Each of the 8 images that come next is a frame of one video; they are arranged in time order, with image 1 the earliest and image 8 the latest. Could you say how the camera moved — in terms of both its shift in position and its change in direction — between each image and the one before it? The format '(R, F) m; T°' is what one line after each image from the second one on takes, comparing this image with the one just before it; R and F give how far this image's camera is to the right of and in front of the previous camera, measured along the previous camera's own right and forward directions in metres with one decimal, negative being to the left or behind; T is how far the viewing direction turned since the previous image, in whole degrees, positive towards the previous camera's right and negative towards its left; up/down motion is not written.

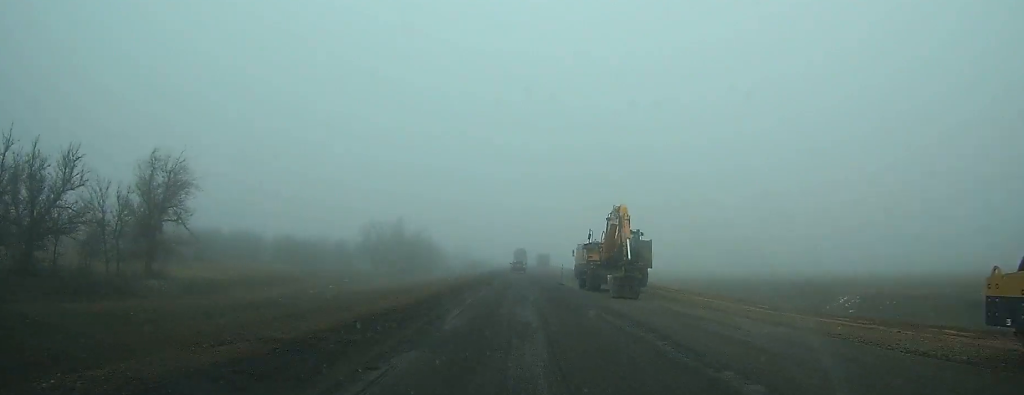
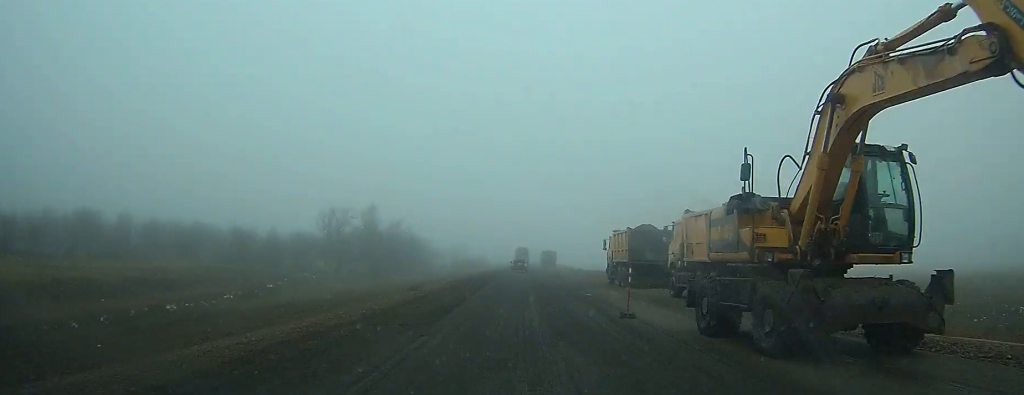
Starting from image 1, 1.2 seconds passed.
(-0.1, +23.0) m; 0°
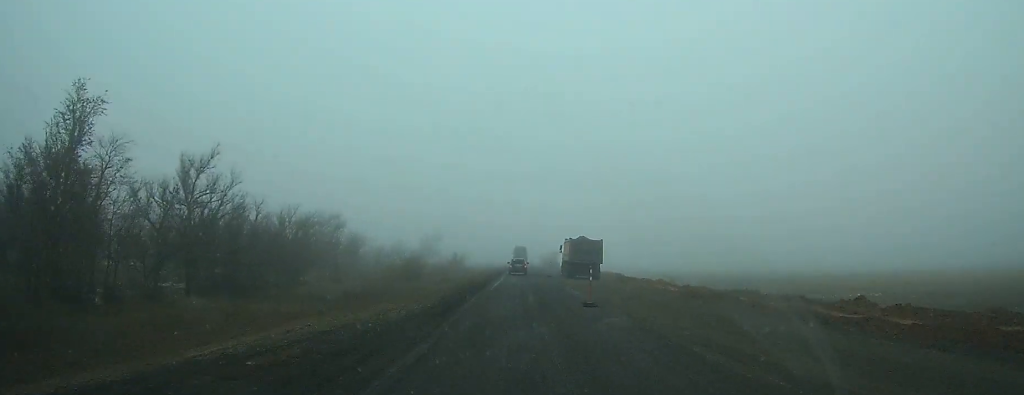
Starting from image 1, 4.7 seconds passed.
(-0.1, +64.0) m; 0°
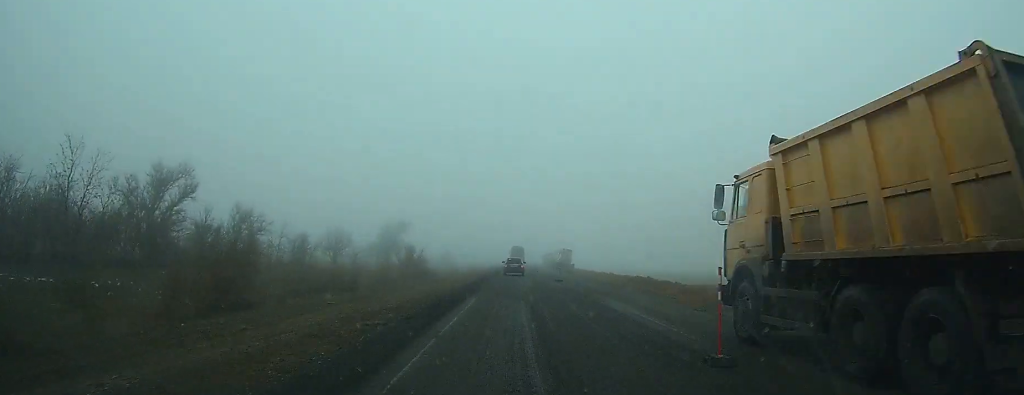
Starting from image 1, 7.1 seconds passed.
(+0.2, +40.2) m; 0°
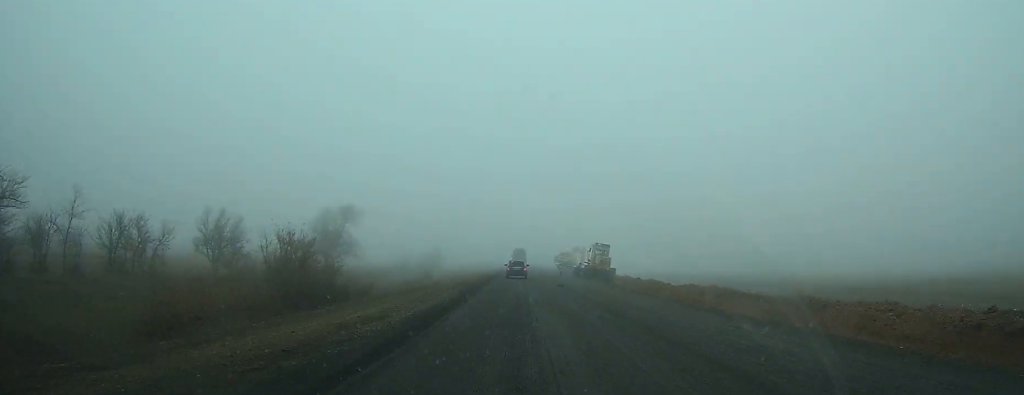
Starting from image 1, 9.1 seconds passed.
(0.0, +37.7) m; 0°
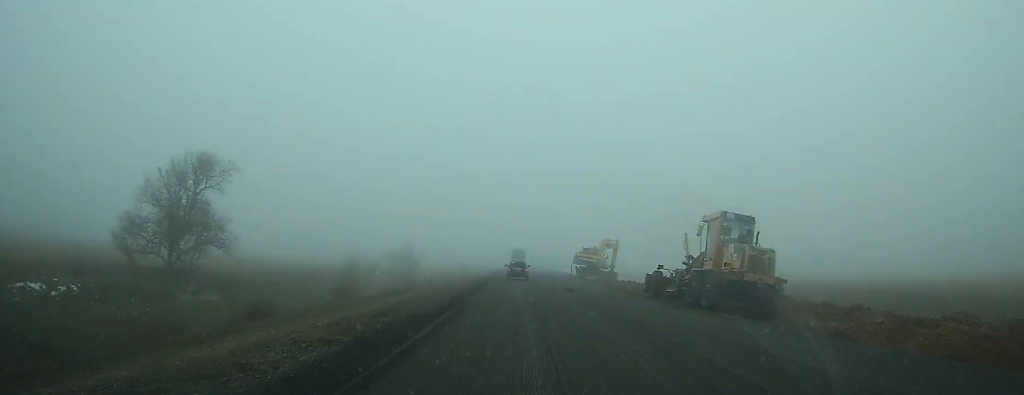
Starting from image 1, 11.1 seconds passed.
(-0.1, +36.9) m; 0°
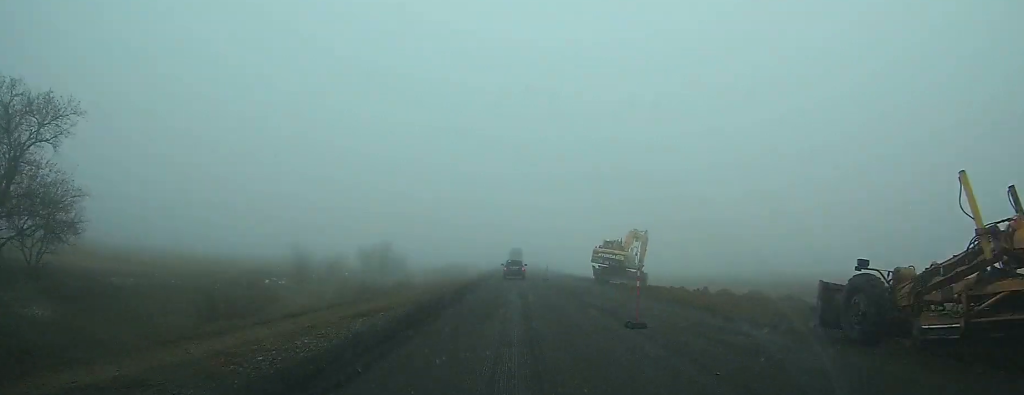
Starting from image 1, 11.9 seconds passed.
(0.0, +16.6) m; 0°
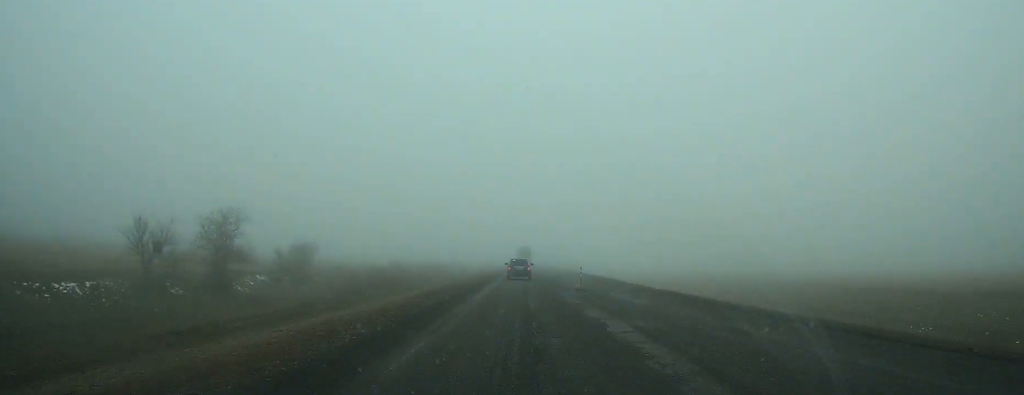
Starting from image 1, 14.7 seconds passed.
(0.0, +53.0) m; 0°
